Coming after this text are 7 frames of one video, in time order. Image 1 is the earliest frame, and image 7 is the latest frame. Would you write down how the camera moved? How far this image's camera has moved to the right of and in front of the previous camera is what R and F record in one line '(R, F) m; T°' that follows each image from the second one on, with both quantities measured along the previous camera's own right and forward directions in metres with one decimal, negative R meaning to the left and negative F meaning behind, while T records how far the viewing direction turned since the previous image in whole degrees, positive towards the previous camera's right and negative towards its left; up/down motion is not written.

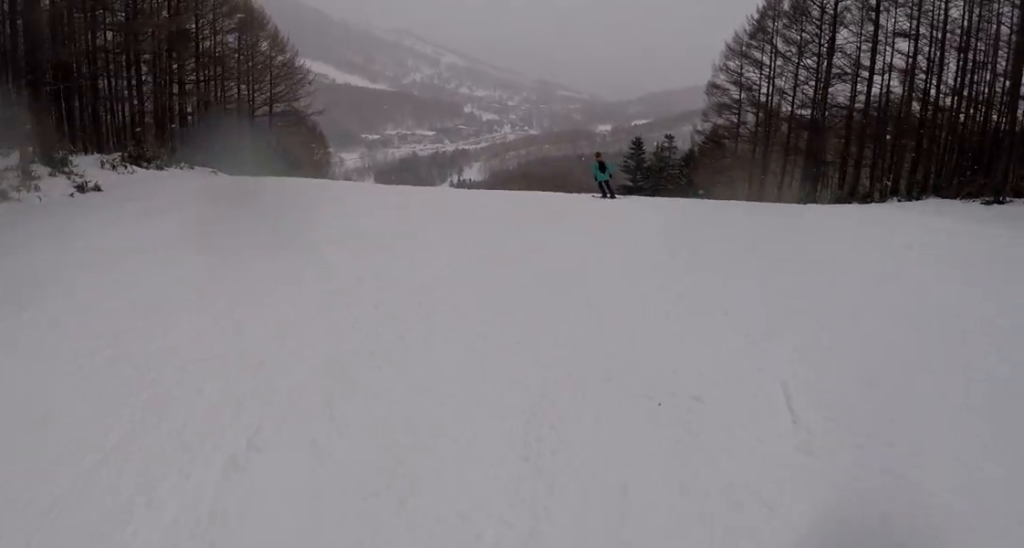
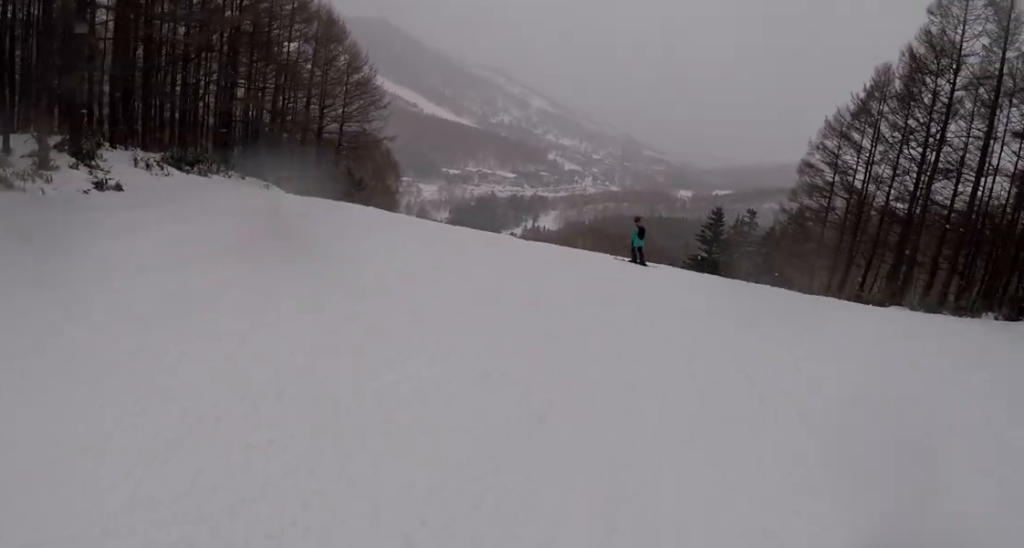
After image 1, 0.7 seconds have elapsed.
(-0.3, +3.1) m; -5°
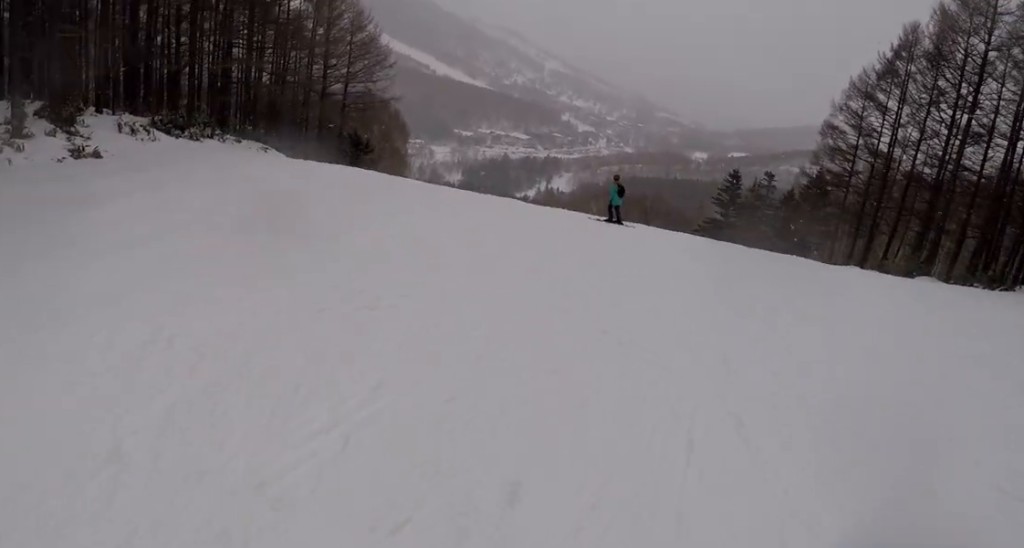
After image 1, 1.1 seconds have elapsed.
(-0.4, +1.8) m; -3°
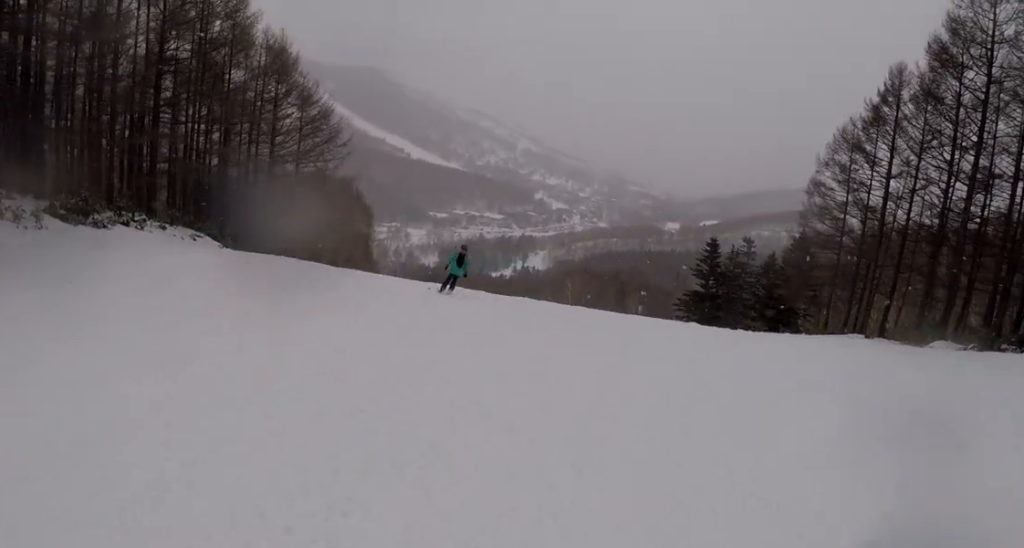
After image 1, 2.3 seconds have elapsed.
(+0.4, +5.4) m; -3°
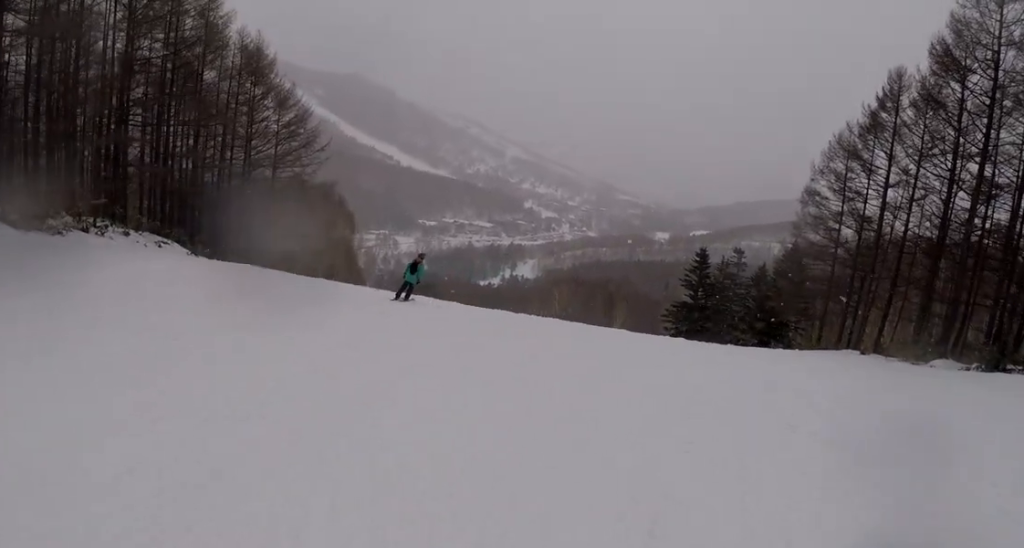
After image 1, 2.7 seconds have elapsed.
(-0.3, +1.8) m; -5°
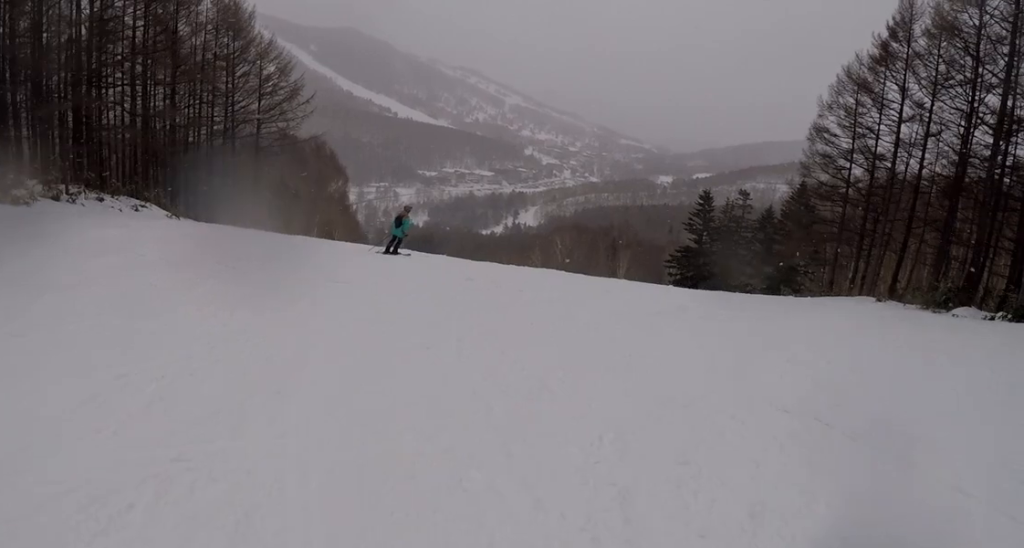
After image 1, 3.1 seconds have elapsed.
(-0.1, +1.8) m; -4°
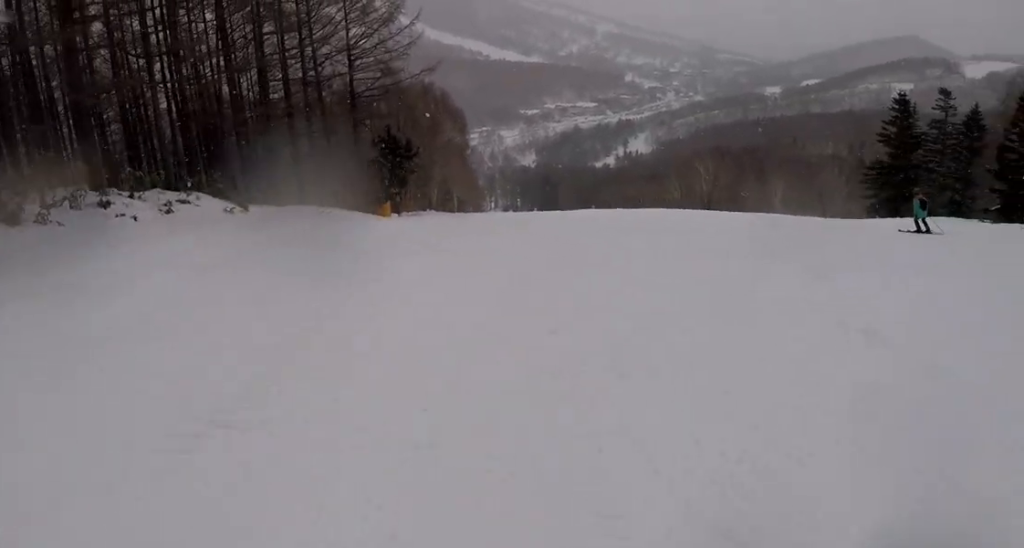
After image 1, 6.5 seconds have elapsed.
(-5.2, +12.2) m; -17°
